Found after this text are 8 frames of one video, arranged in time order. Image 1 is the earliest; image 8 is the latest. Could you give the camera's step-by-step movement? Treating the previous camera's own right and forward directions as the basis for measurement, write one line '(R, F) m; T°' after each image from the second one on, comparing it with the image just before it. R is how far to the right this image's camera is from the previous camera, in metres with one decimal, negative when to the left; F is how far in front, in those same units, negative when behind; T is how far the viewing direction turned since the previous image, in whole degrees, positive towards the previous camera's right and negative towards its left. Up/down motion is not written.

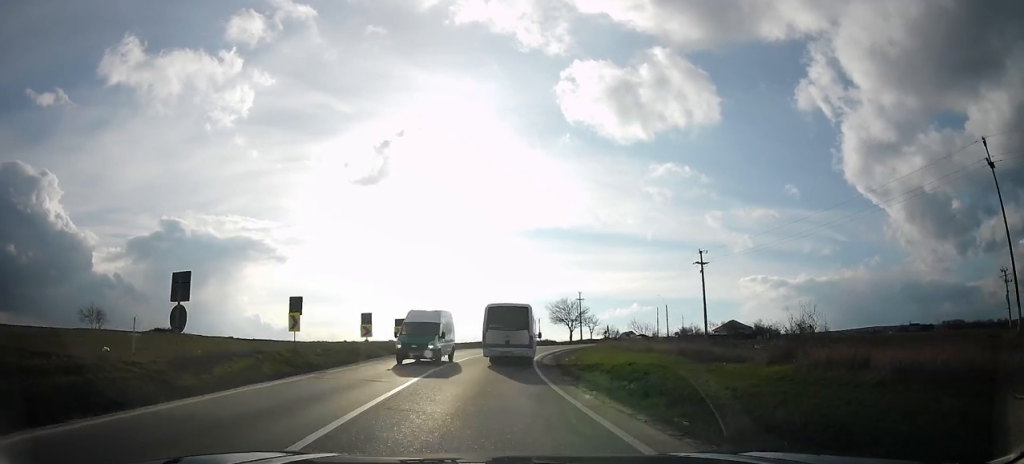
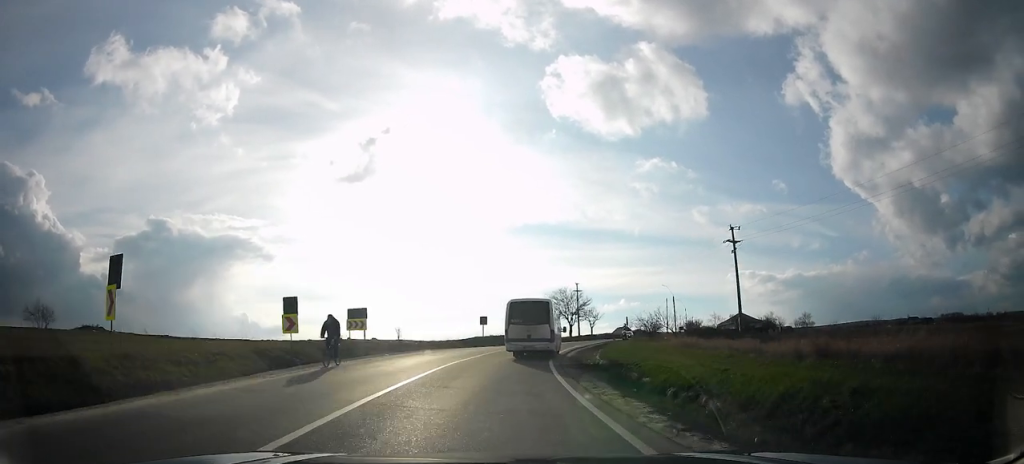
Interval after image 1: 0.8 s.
(+0.1, +11.9) m; 0°
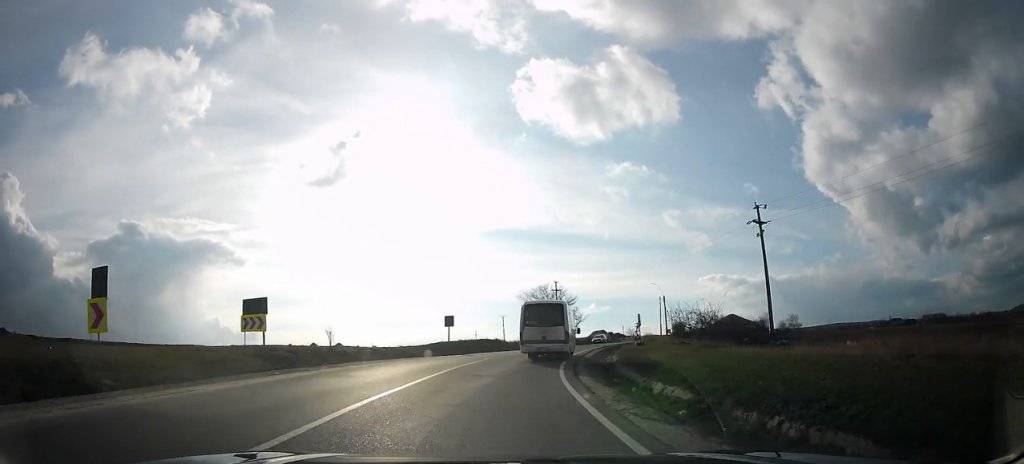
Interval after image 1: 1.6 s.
(-0.2, +10.9) m; 0°
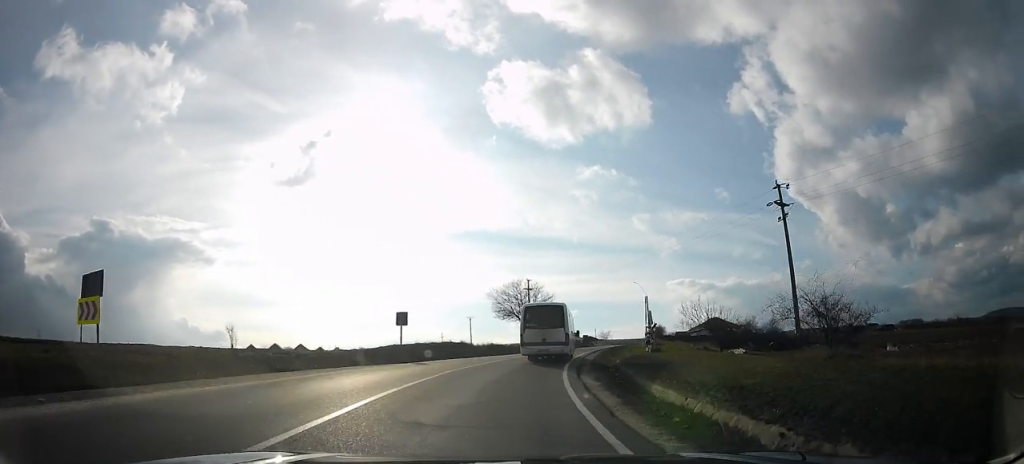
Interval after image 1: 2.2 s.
(+0.1, +8.2) m; +1°
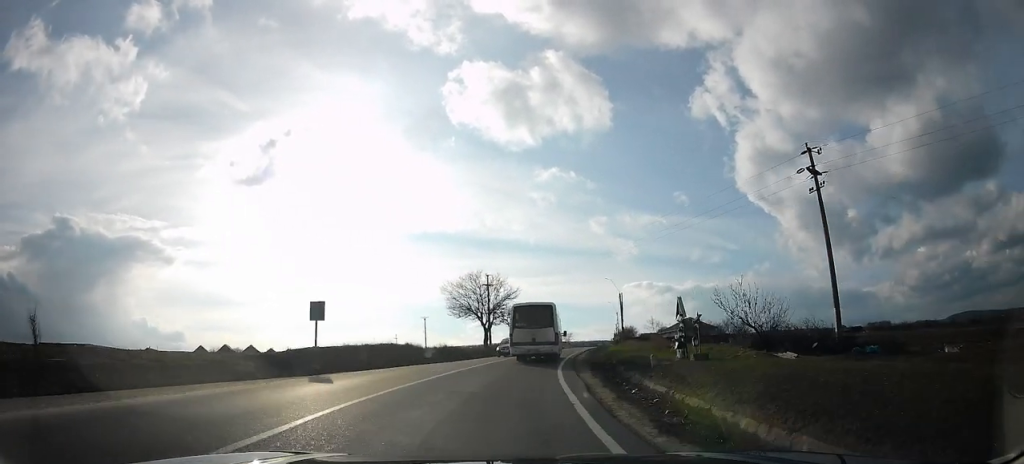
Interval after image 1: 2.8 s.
(+0.1, +8.7) m; +1°
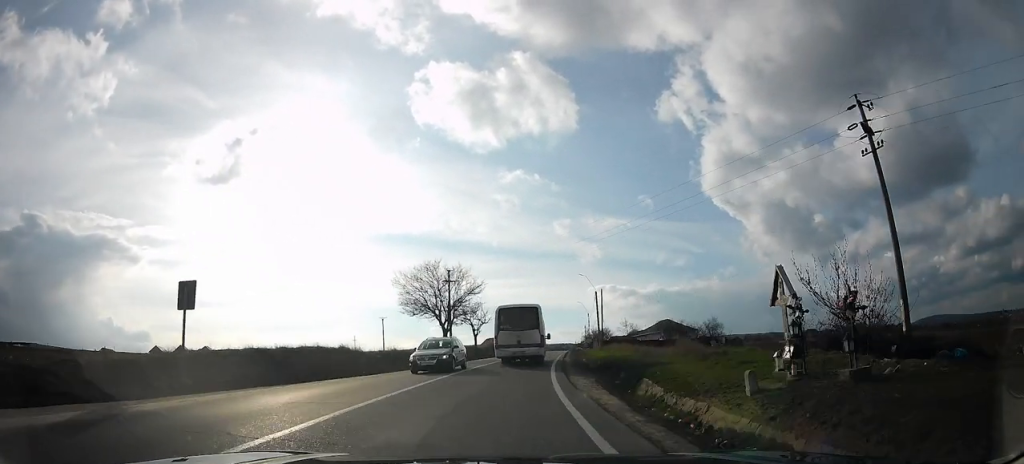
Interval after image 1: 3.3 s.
(-0.1, +7.9) m; +3°
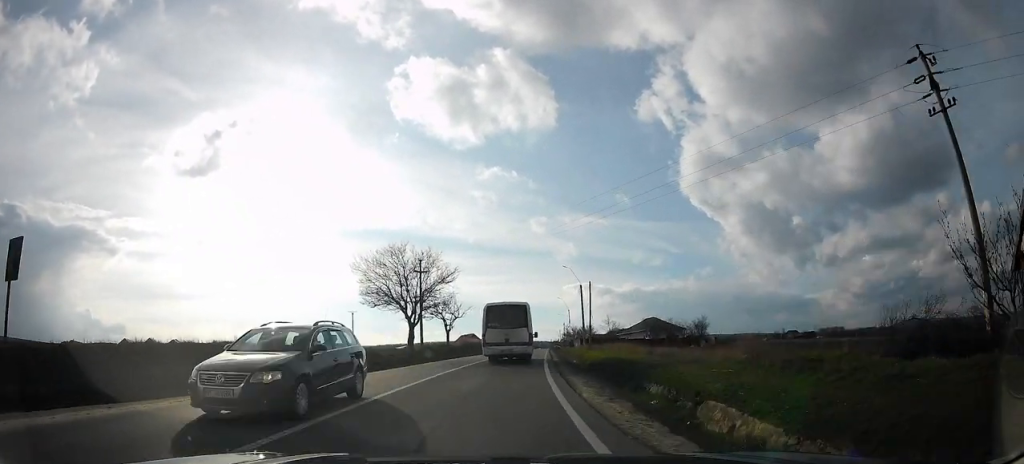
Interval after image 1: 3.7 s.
(-0.3, +5.9) m; +3°
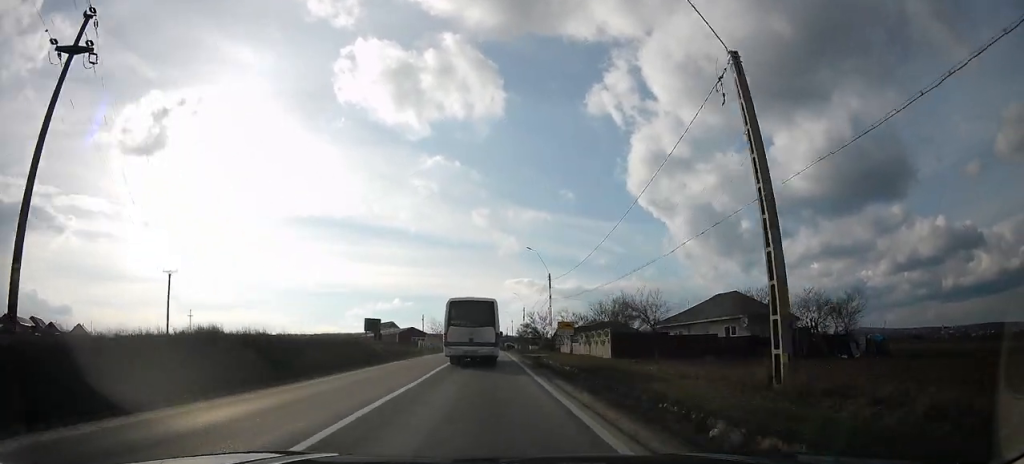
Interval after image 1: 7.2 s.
(+12.6, +52.4) m; +17°
